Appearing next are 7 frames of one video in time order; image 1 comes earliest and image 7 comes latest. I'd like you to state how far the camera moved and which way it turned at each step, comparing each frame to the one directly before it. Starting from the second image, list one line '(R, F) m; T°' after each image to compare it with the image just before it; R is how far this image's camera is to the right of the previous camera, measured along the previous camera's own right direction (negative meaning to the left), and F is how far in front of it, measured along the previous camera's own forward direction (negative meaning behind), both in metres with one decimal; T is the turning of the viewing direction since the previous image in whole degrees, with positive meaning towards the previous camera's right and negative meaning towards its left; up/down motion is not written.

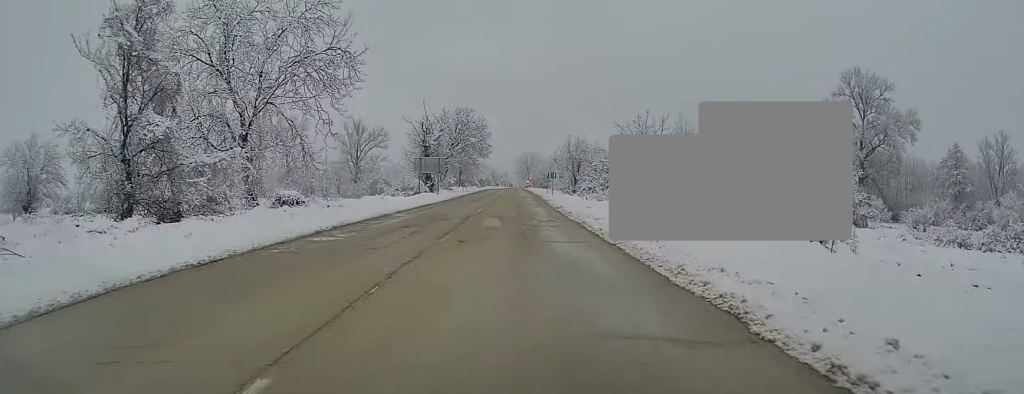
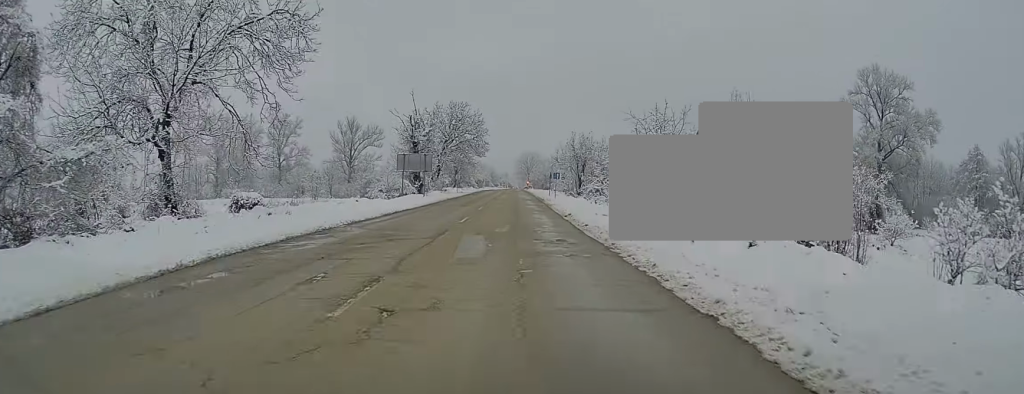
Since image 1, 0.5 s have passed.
(-0.2, +8.0) m; 0°
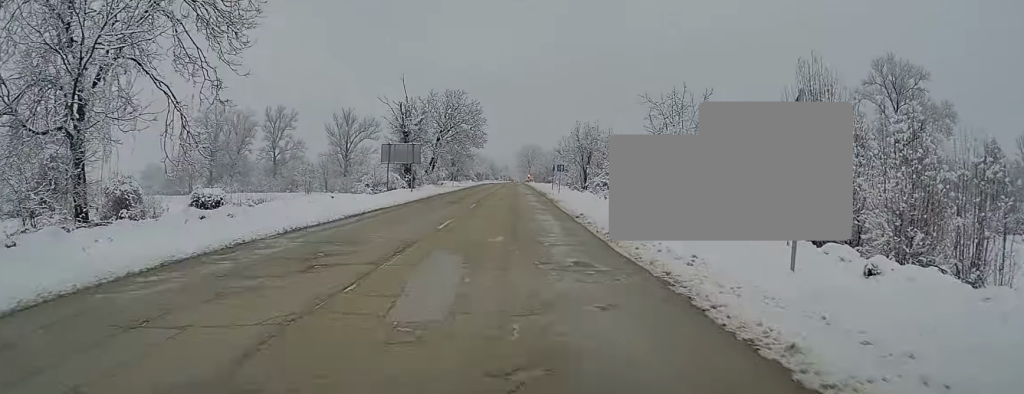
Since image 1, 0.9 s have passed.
(0.0, +5.9) m; 0°
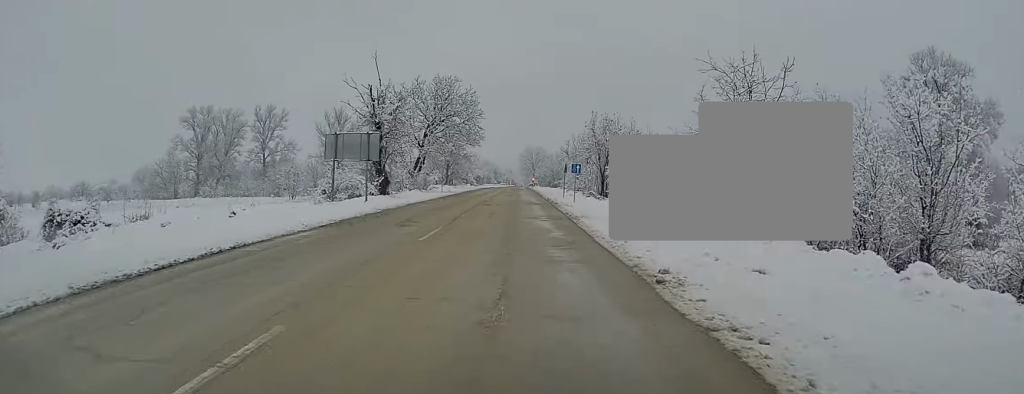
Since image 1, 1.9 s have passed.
(+0.2, +14.4) m; +1°
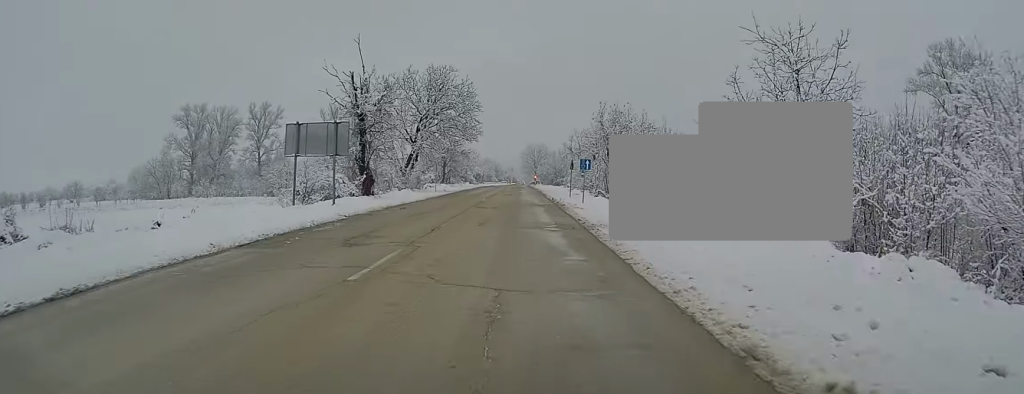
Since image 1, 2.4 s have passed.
(0.0, +5.8) m; 0°
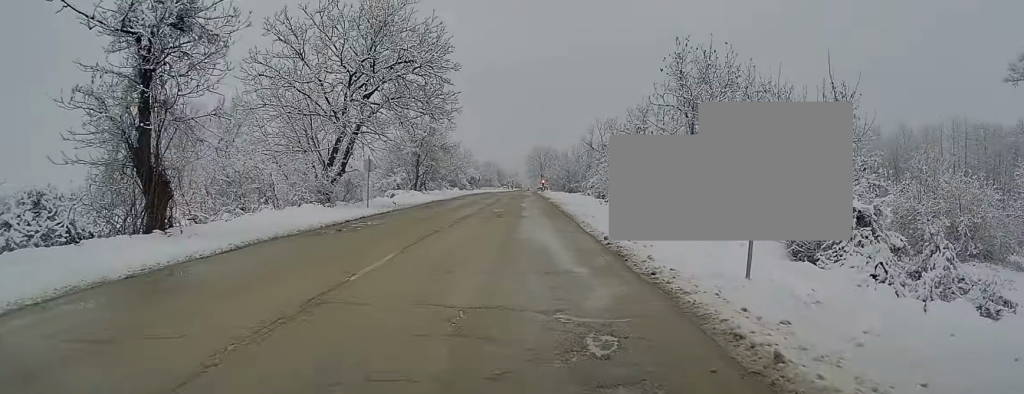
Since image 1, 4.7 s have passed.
(-0.3, +27.6) m; -2°
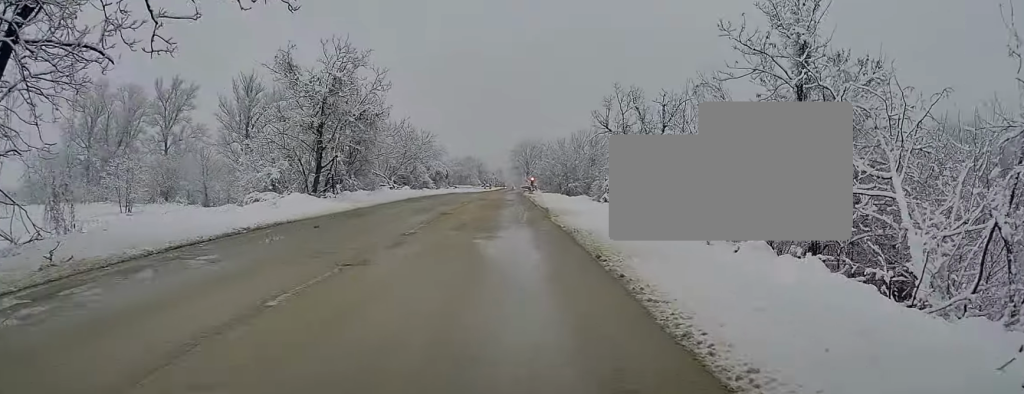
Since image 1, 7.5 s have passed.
(+0.4, +28.3) m; +1°
